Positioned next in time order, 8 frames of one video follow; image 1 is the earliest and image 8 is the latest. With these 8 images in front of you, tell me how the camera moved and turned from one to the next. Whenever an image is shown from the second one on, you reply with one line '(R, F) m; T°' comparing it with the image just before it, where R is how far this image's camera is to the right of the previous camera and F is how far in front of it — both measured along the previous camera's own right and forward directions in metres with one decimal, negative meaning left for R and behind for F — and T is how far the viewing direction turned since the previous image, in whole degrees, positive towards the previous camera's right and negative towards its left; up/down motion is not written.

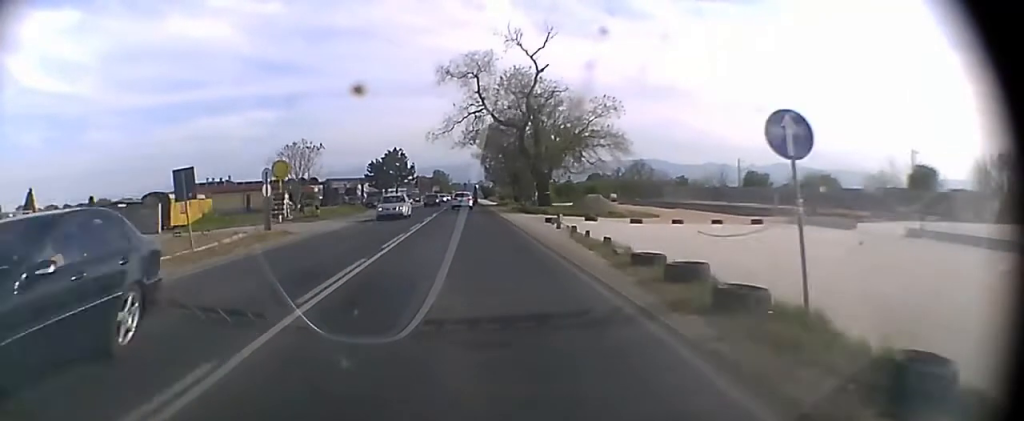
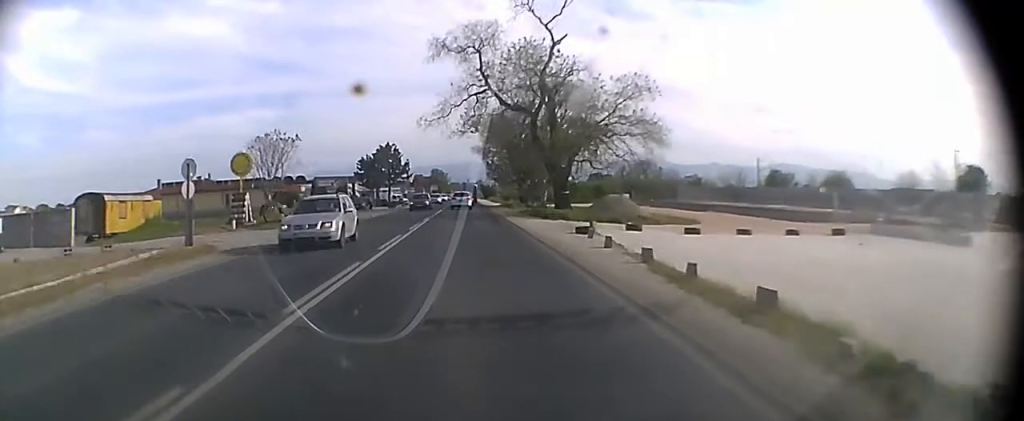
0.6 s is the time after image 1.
(0.0, +9.8) m; 0°
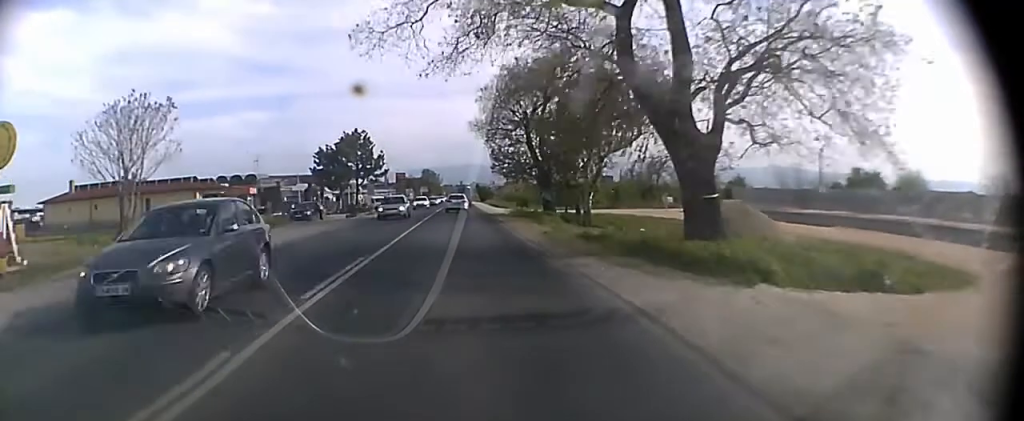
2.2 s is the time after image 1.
(+0.1, +25.6) m; +1°
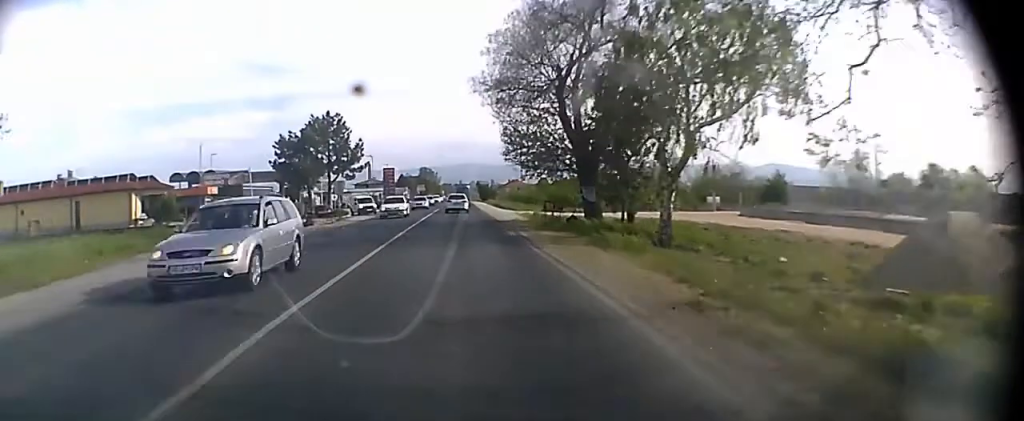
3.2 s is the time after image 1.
(+0.1, +15.9) m; 0°
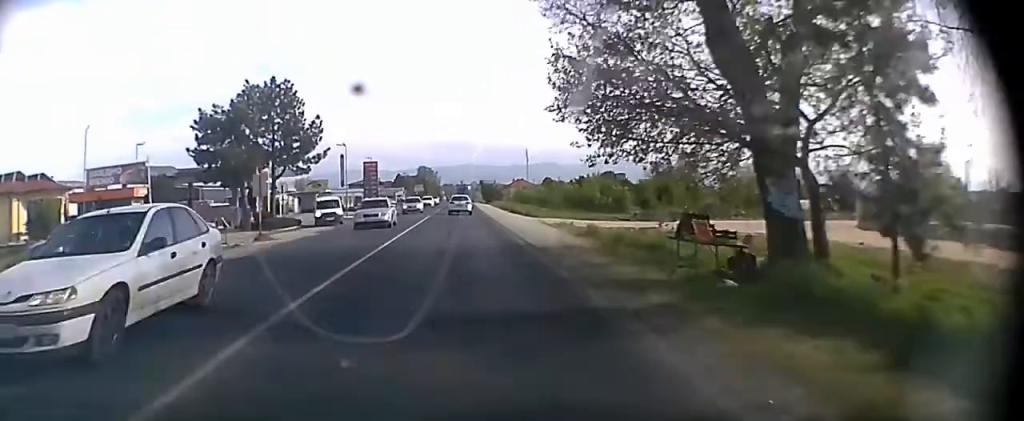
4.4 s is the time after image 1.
(0.0, +18.9) m; 0°
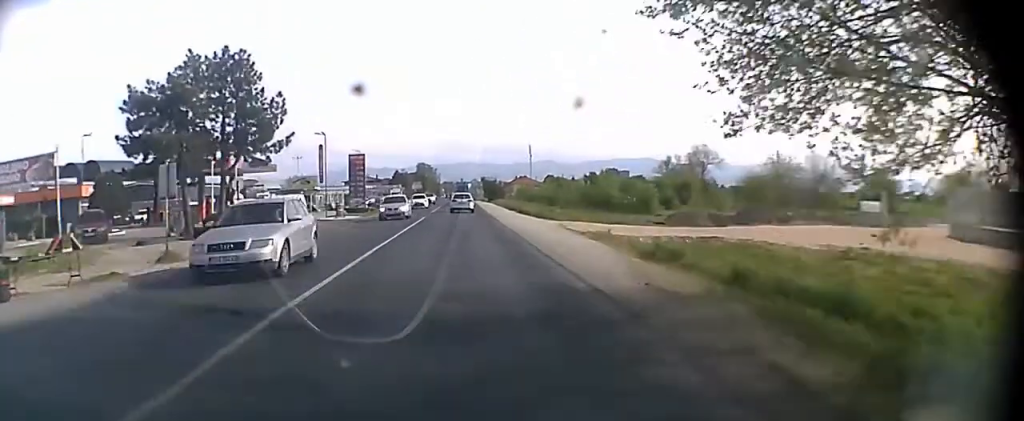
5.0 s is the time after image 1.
(0.0, +9.3) m; 0°
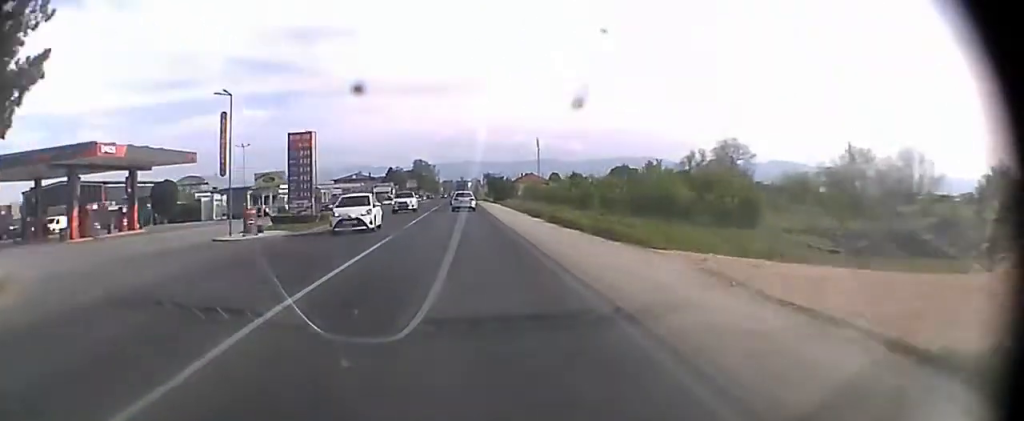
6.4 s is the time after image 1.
(0.0, +21.7) m; 0°
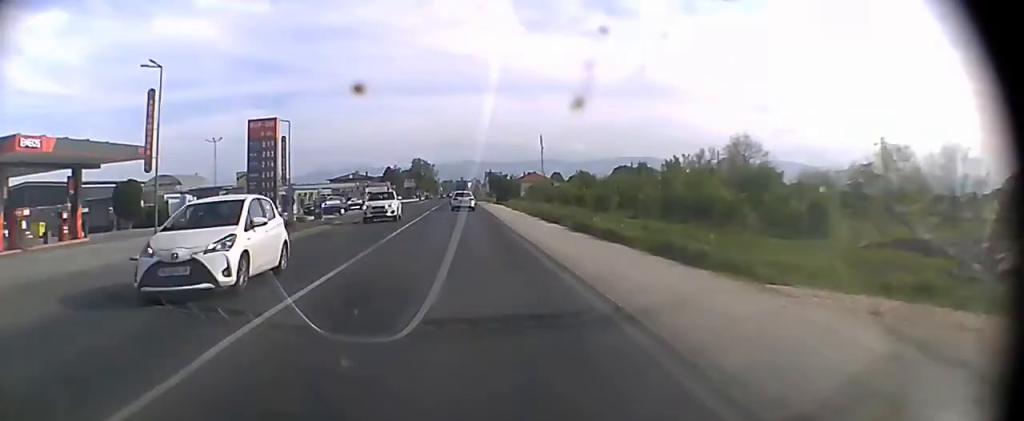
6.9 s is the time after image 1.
(0.0, +7.7) m; 0°
